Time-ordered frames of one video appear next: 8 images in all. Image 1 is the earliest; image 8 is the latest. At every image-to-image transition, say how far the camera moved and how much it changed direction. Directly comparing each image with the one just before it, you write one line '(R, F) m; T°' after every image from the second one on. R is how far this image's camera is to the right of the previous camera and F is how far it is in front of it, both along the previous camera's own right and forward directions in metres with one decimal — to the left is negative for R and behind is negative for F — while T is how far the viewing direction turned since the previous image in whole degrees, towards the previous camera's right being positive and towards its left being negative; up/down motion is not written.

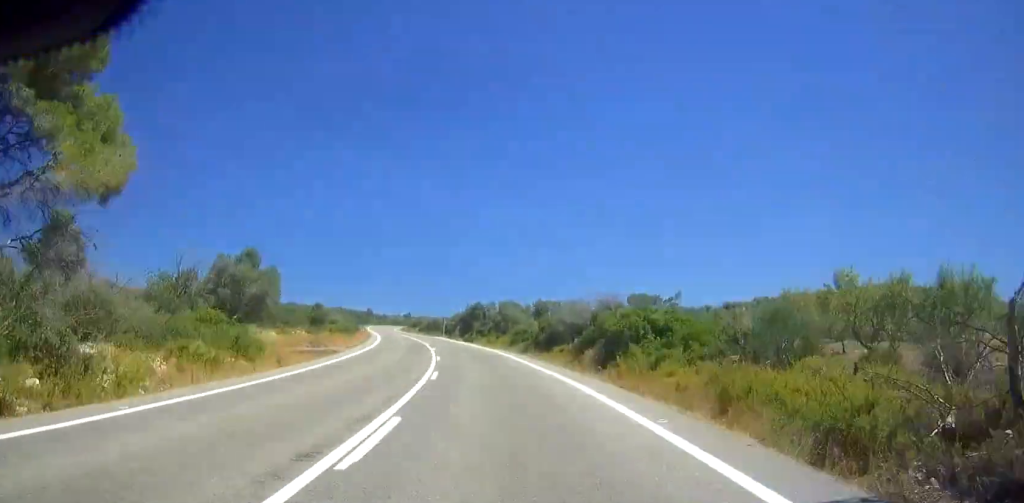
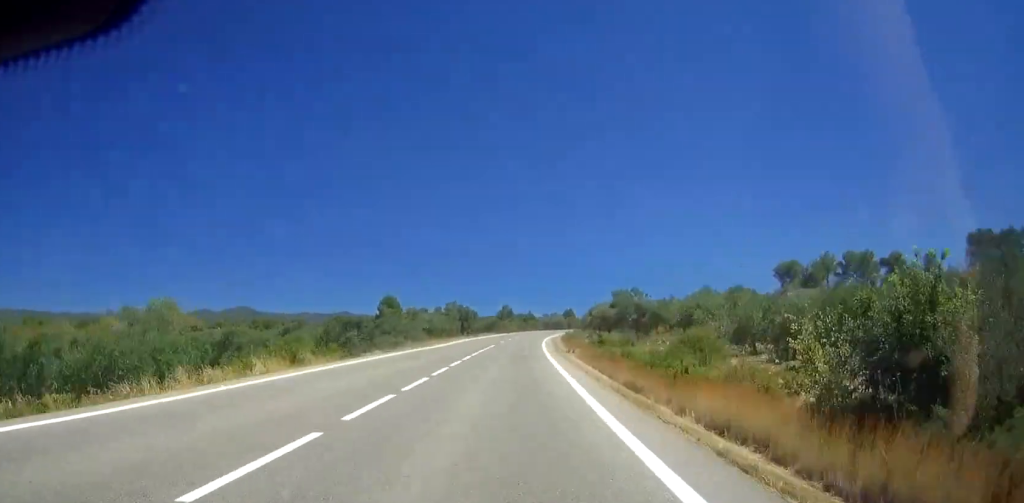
(-19.3, +154.8) m; -8°
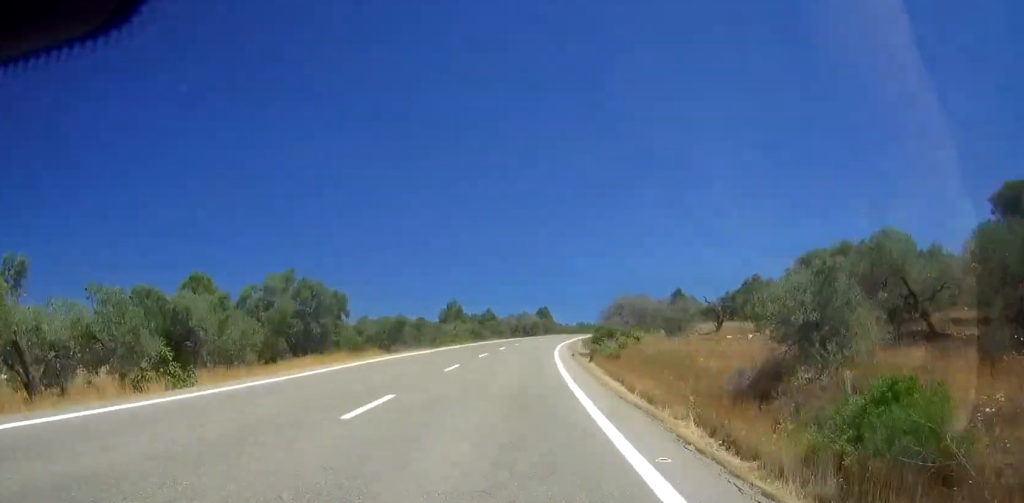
(0.0, +80.1) m; +3°
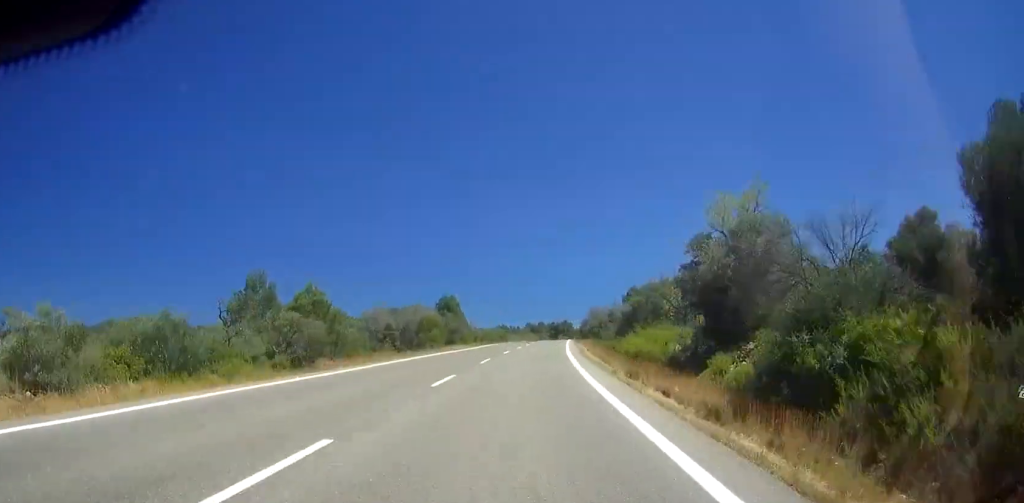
(+4.3, +83.9) m; +5°
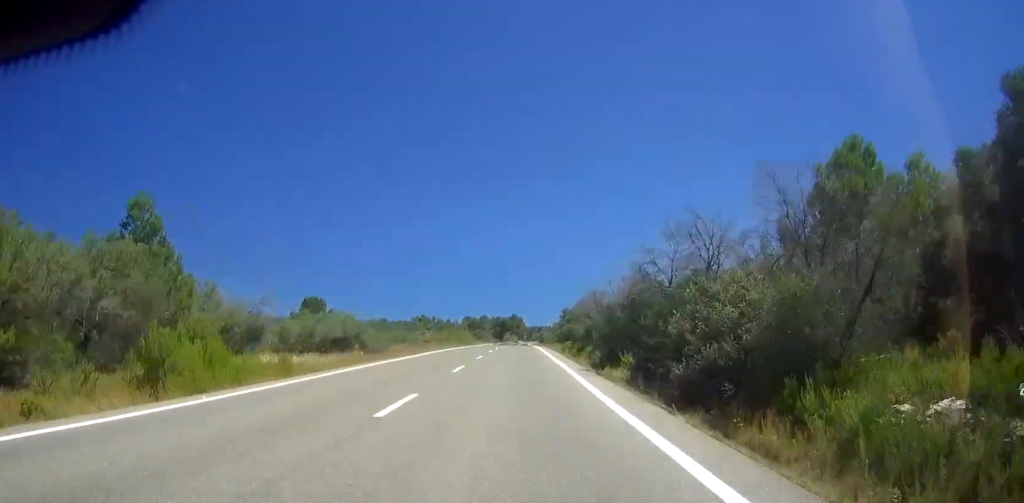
(+4.1, +96.0) m; +3°
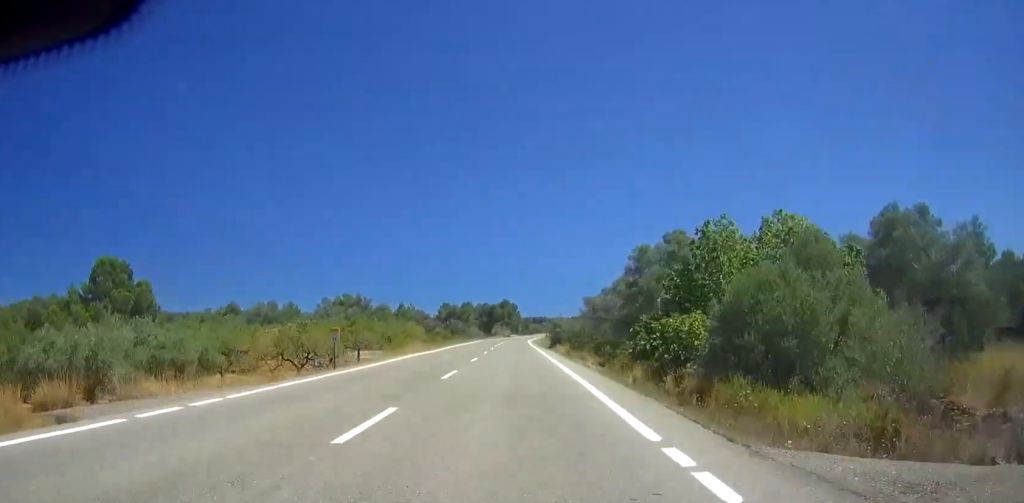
(+0.8, +80.2) m; +1°
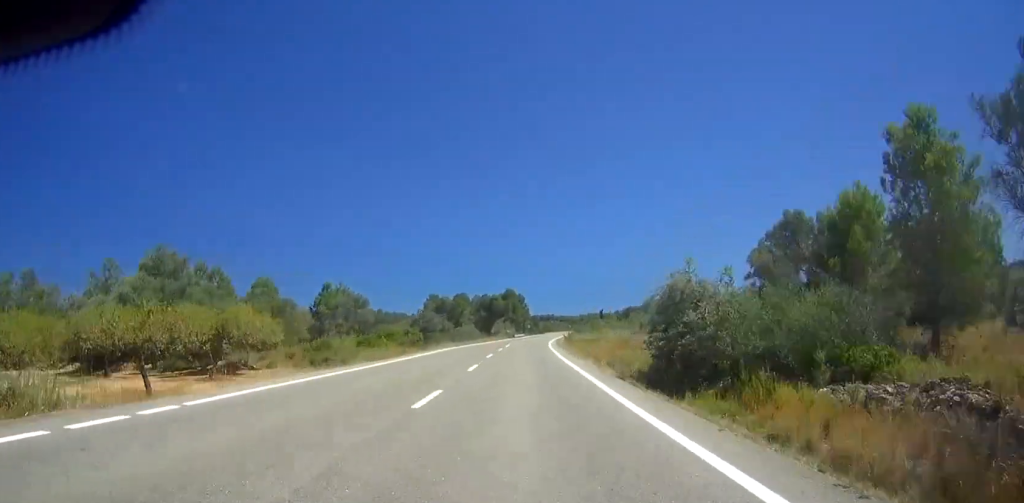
(+0.2, +60.2) m; +1°
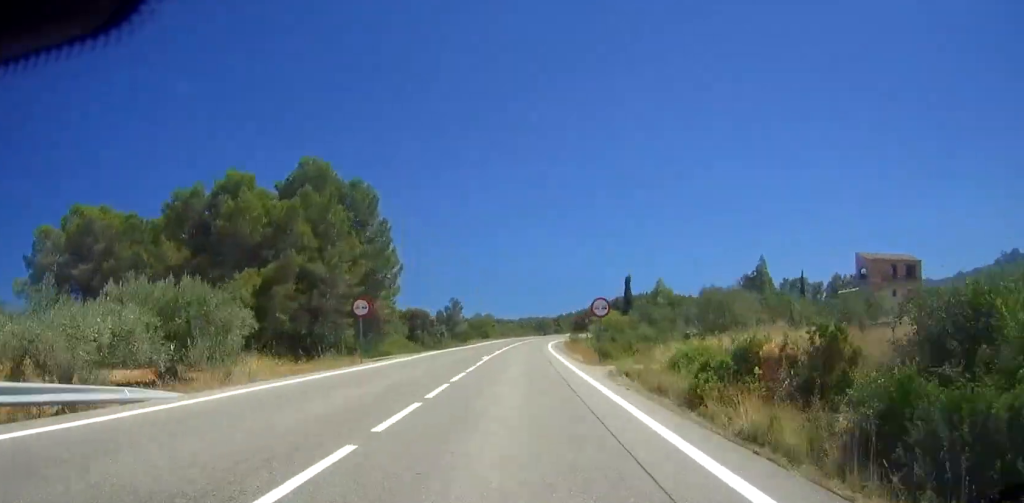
(+5.0, +164.6) m; +5°
